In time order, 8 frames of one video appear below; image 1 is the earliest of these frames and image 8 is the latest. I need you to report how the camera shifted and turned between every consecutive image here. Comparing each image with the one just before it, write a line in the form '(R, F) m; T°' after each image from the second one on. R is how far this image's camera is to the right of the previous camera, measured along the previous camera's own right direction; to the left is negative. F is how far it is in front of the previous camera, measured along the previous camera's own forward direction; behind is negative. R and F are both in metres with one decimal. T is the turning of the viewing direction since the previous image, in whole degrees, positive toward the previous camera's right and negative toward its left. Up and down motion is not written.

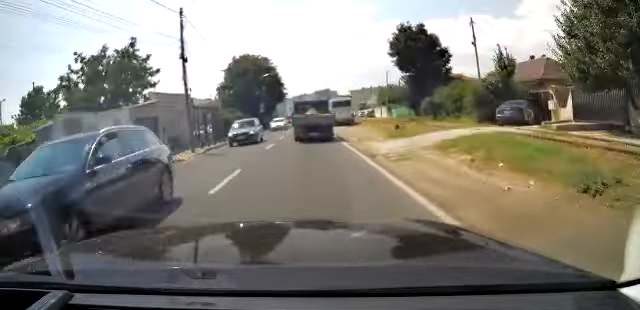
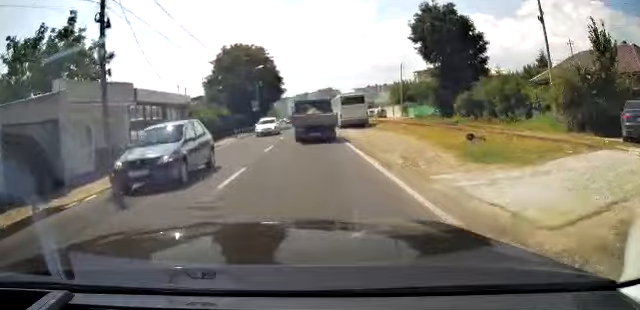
(0.0, +9.1) m; -1°
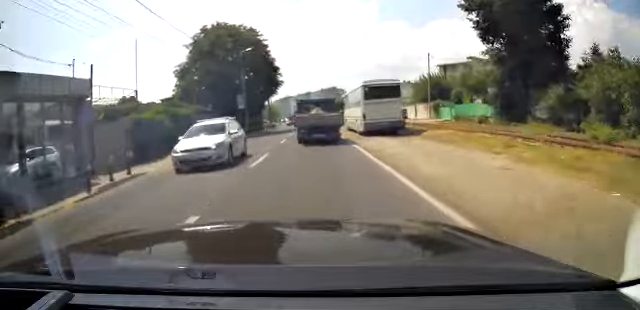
(-0.1, +12.2) m; -2°
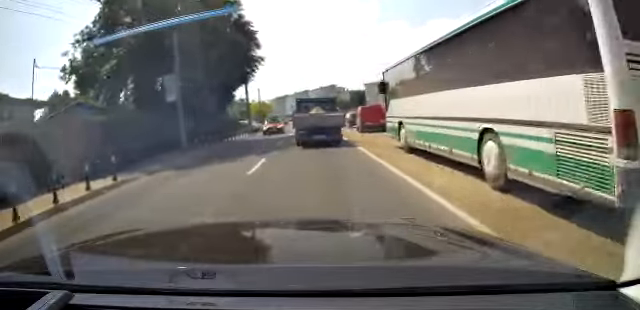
(-0.3, +18.3) m; -1°
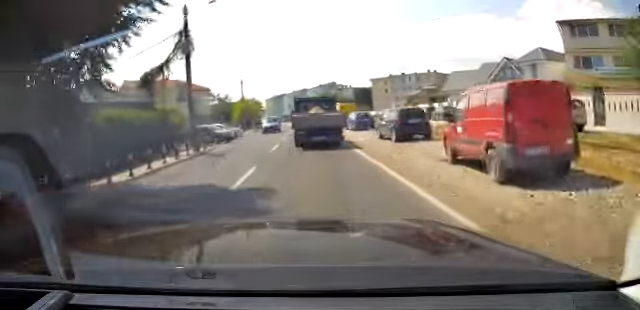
(0.0, +18.4) m; 0°
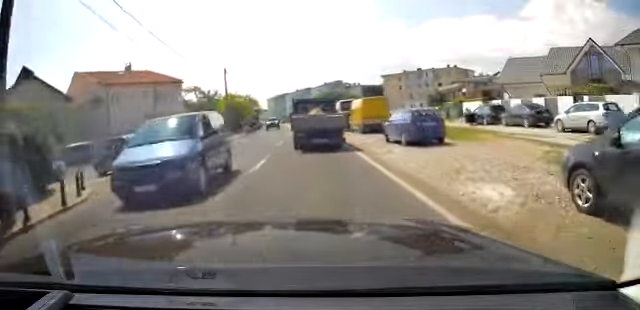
(0.0, +13.9) m; 0°
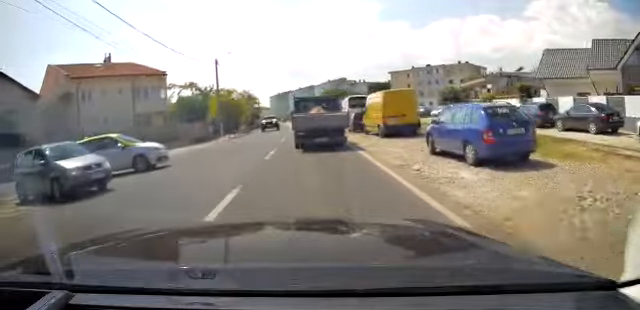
(0.0, +5.8) m; 0°
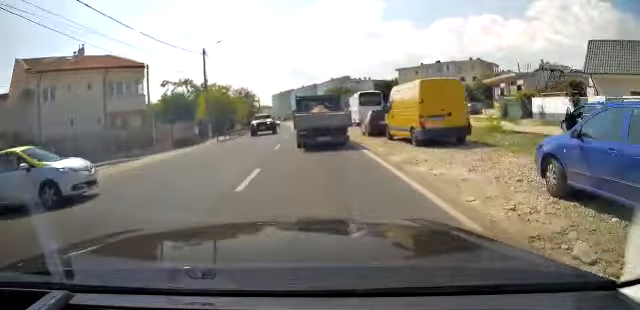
(0.0, +5.8) m; 0°
